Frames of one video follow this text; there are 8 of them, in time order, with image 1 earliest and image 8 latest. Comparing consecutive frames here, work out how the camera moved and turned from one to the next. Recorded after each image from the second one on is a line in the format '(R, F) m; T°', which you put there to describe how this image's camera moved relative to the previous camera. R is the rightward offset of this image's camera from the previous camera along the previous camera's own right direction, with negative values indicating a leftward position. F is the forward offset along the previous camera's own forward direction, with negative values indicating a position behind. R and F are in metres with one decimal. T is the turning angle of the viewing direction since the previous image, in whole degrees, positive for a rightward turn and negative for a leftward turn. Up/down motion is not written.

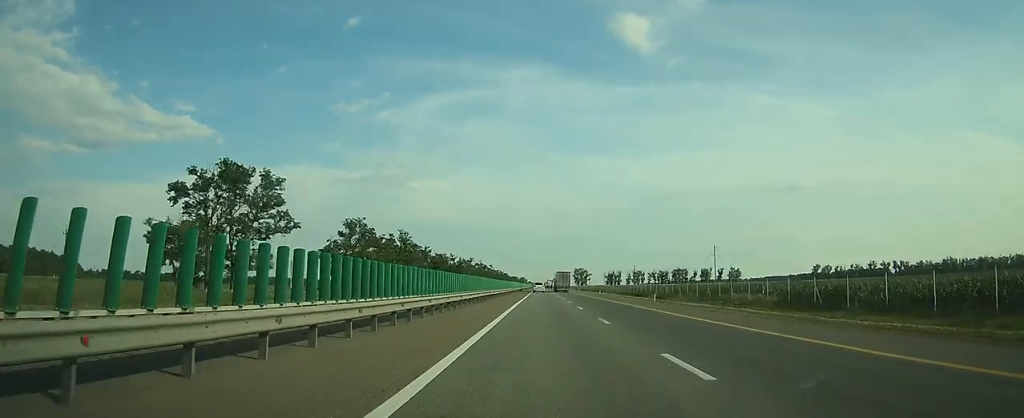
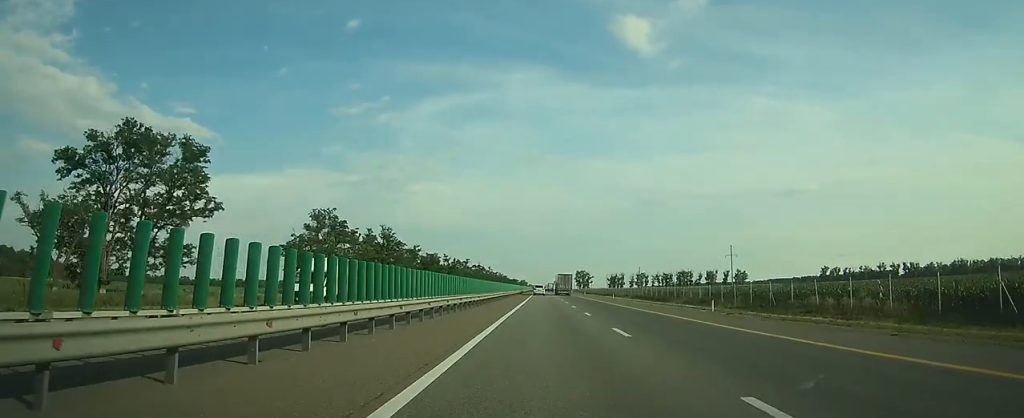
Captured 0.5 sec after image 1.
(0.0, +16.2) m; 0°
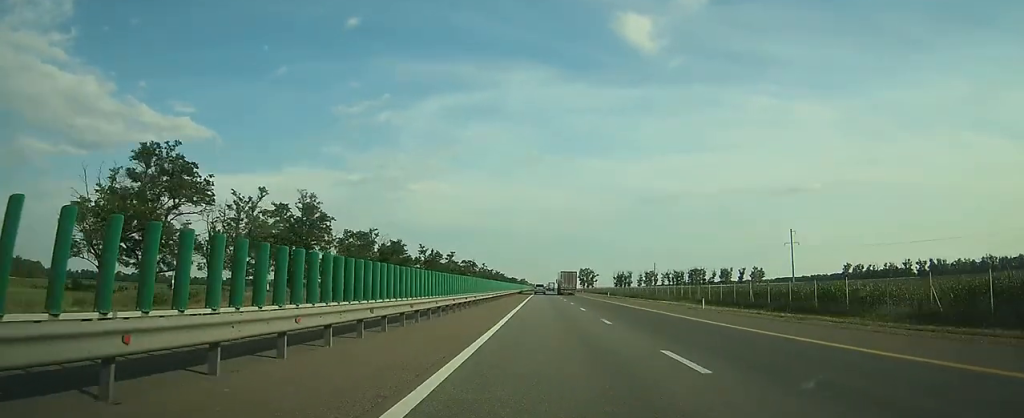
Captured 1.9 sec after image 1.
(-0.1, +42.8) m; 0°
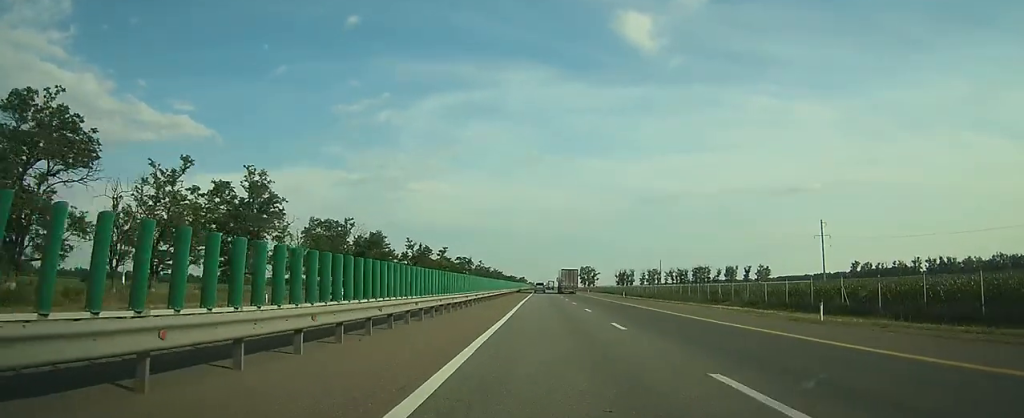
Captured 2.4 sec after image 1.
(-0.1, +15.4) m; 0°
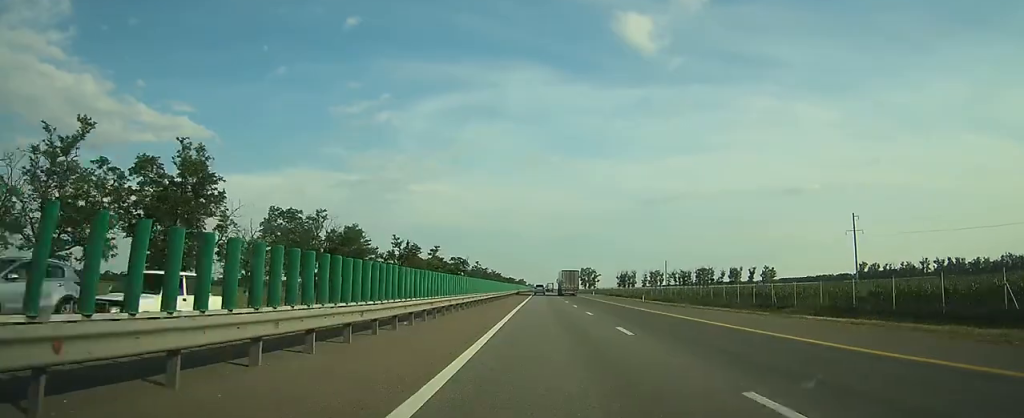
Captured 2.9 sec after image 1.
(0.0, +13.3) m; 0°
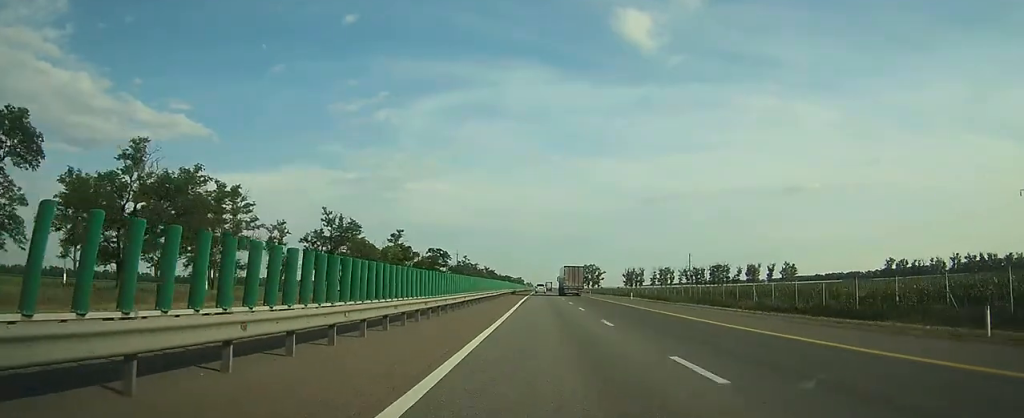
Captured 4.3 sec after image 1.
(+0.2, +44.3) m; 0°
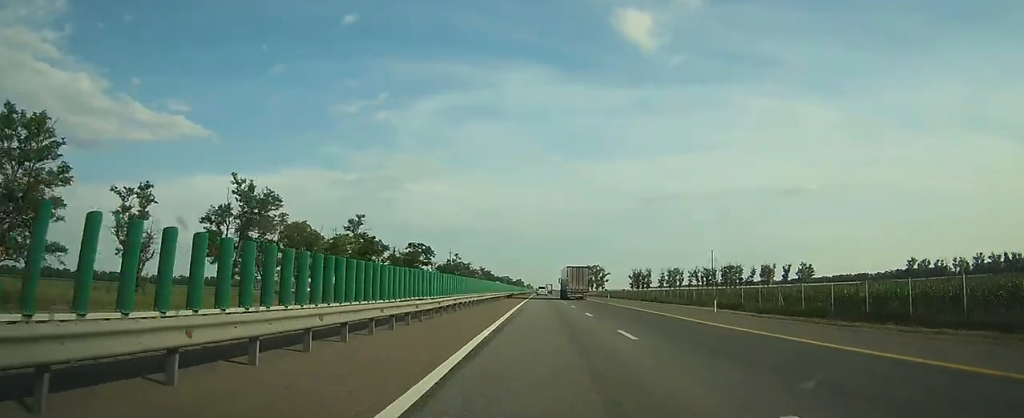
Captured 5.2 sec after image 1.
(0.0, +29.0) m; 0°
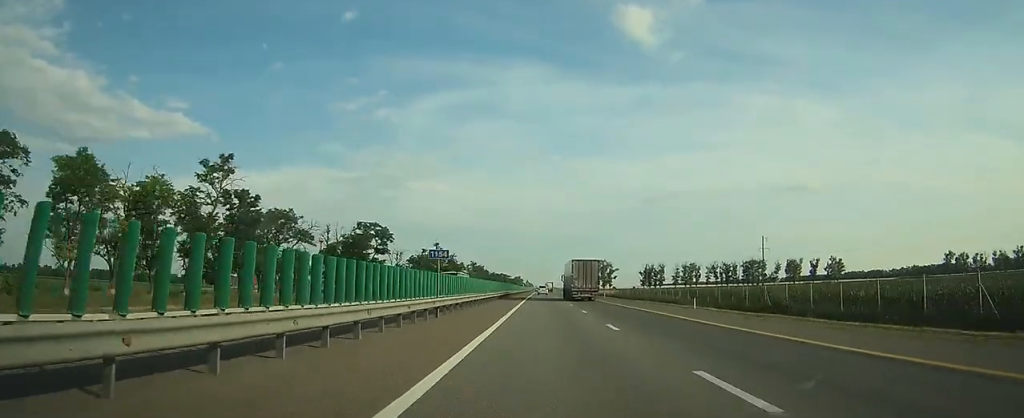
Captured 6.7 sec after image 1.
(0.0, +44.8) m; 0°
